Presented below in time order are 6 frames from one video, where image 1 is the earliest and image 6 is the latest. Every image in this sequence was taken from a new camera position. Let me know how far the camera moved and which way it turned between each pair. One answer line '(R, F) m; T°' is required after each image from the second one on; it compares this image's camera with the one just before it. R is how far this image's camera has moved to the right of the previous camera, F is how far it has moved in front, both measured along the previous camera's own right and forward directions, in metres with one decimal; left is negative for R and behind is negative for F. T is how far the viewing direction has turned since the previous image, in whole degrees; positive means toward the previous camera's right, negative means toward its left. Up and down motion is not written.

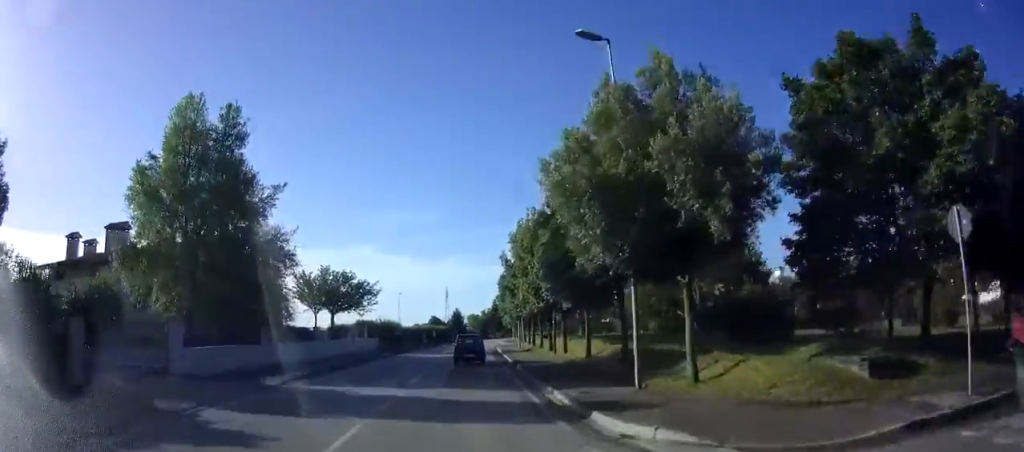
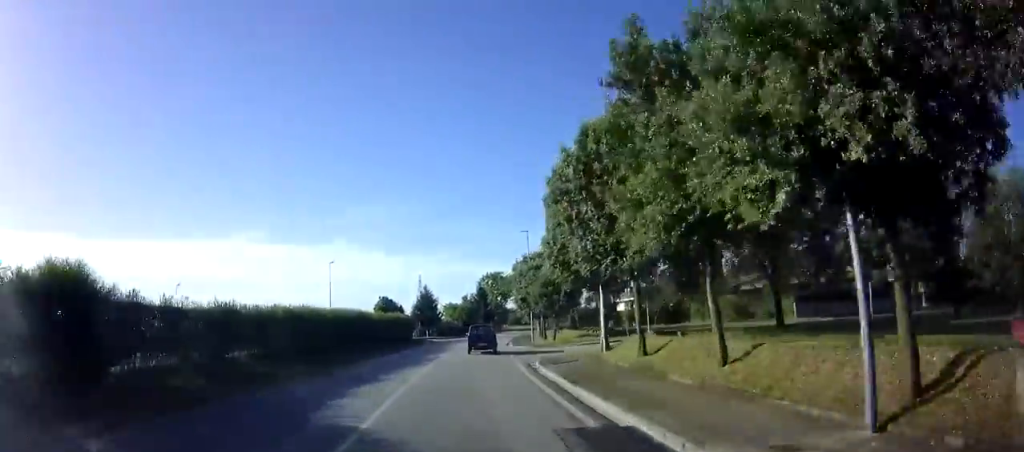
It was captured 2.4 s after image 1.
(+1.0, +41.5) m; +2°
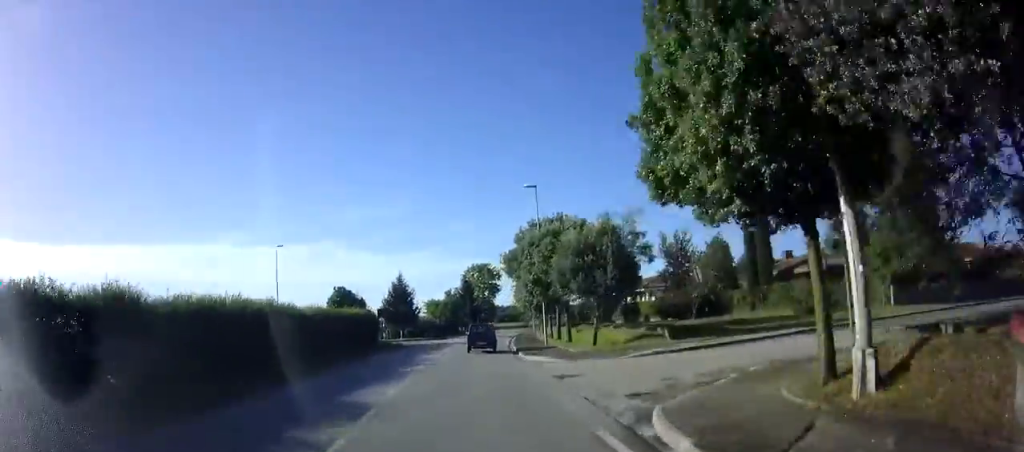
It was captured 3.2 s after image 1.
(0.0, +13.3) m; 0°
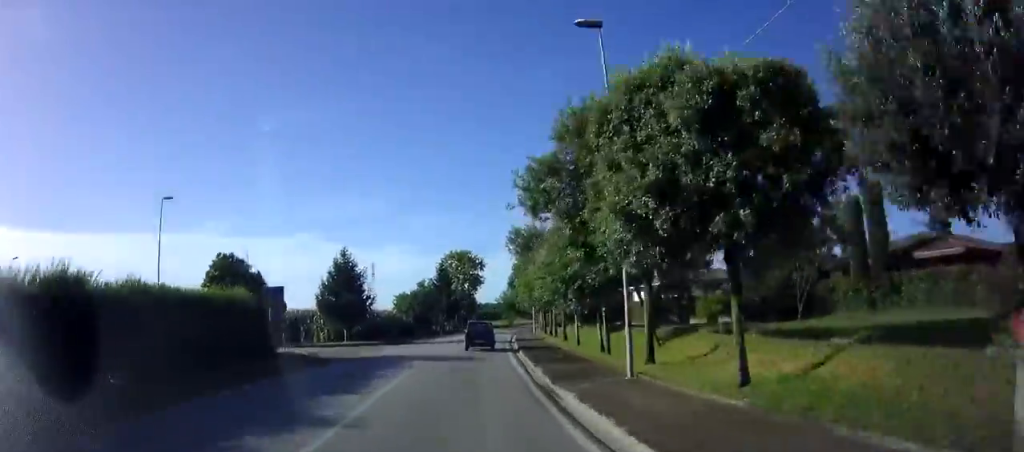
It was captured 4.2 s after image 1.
(+0.2, +18.2) m; +2°
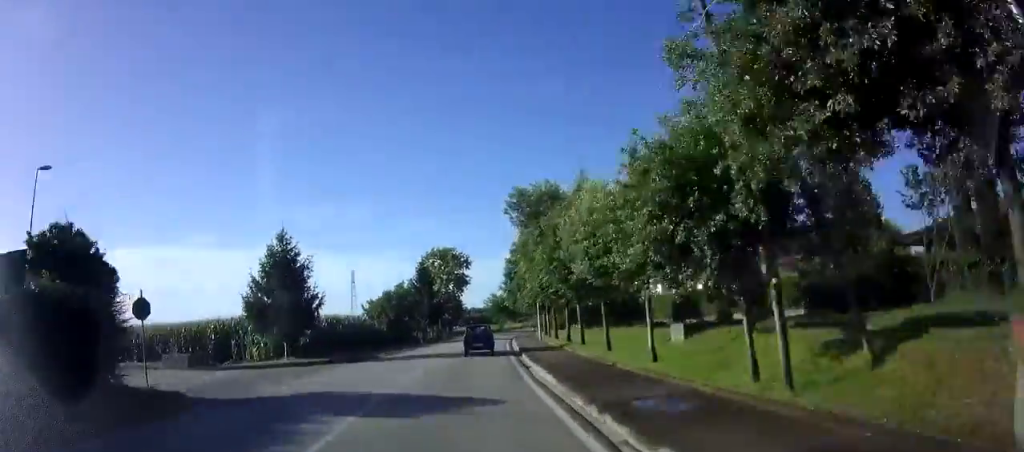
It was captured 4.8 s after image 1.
(+0.1, +10.7) m; +2°
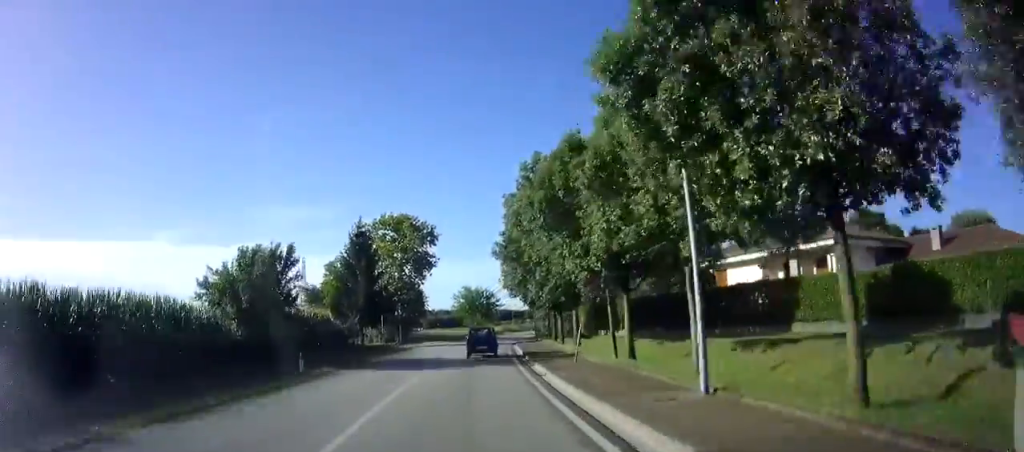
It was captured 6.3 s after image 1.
(+1.3, +27.5) m; +5°
